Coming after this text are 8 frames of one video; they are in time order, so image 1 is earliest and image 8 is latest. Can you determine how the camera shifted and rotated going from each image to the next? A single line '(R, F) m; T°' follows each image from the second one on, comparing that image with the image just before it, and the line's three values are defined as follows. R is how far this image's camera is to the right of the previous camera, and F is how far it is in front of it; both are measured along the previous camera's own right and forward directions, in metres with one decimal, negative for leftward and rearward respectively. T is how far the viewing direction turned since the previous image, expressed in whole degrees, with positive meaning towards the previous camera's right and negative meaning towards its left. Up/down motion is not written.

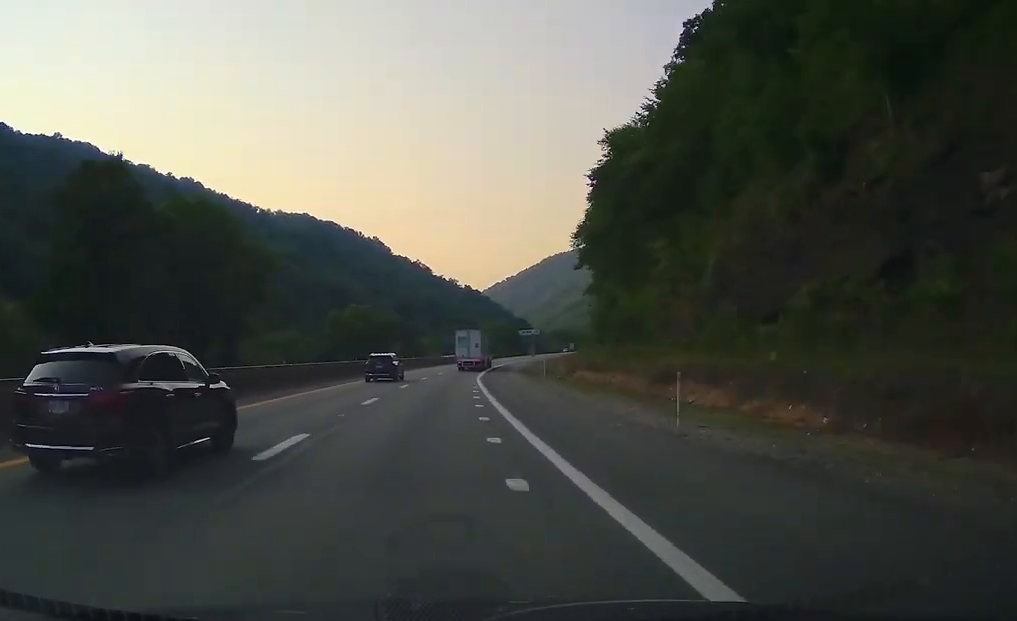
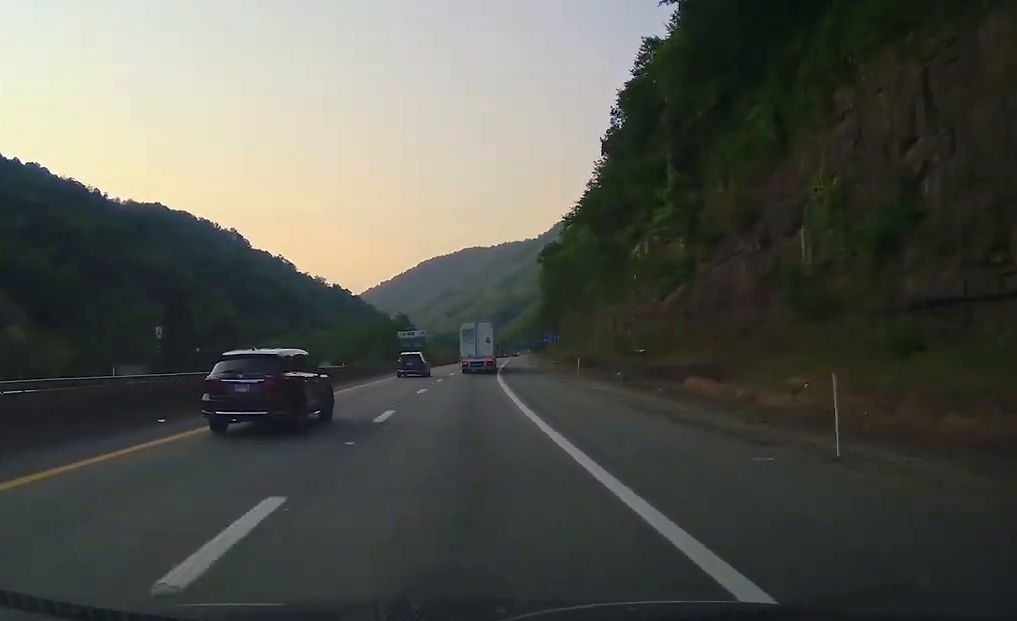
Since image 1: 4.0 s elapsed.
(+5.8, +108.2) m; +6°
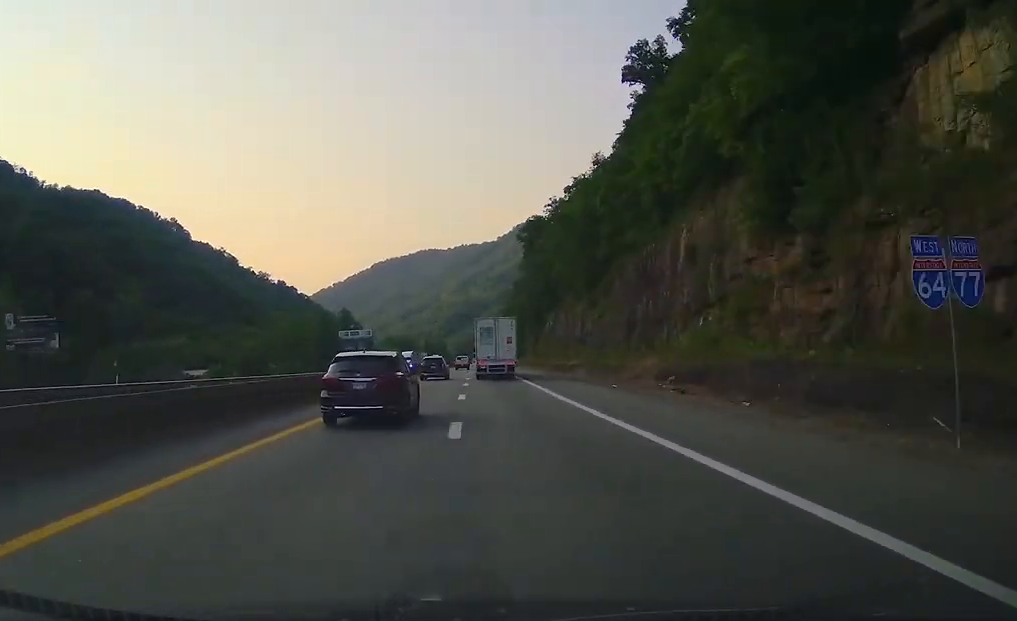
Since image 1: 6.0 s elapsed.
(+1.9, +57.9) m; +2°
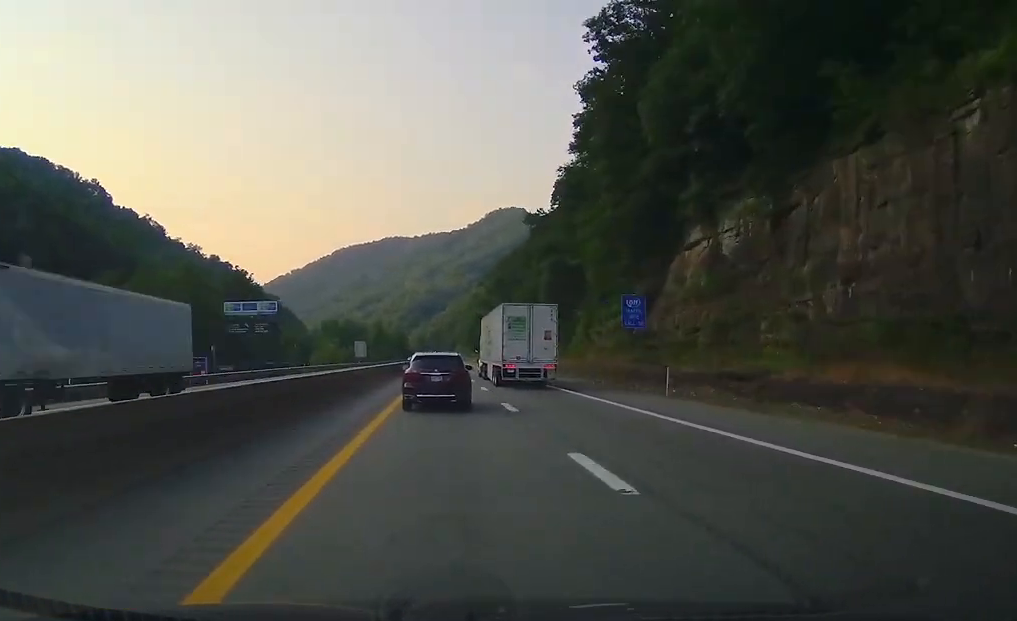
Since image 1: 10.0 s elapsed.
(+3.0, +120.2) m; +2°
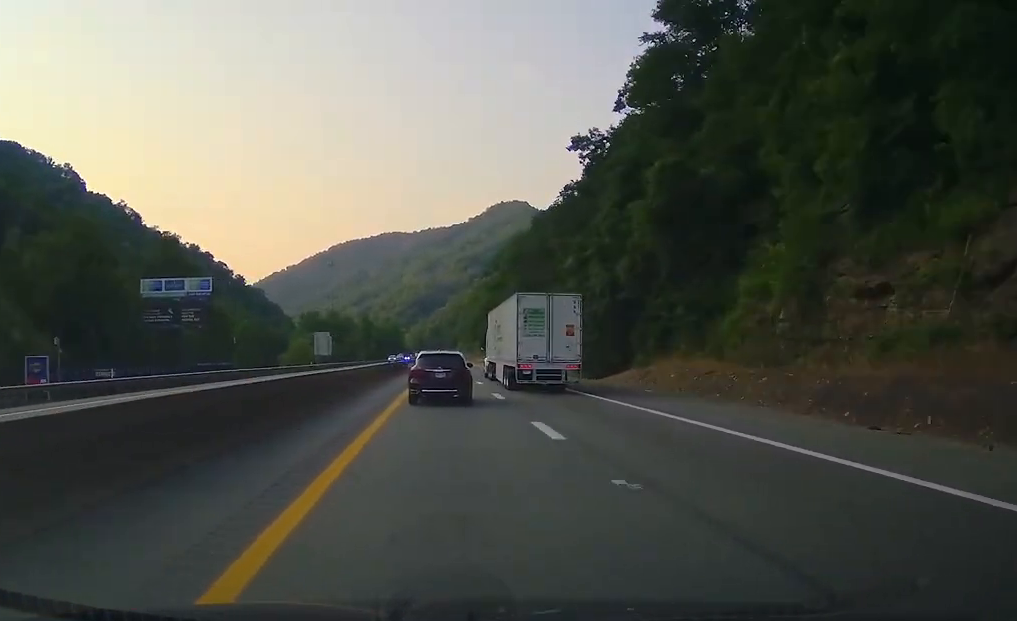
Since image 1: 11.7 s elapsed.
(+0.2, +53.4) m; 0°
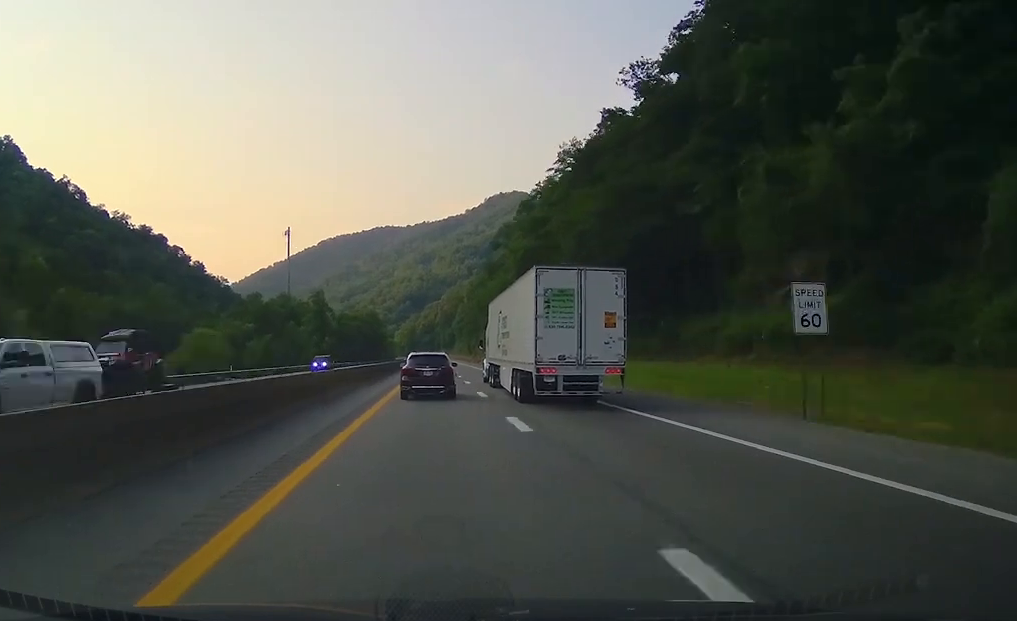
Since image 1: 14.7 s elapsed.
(+0.1, +92.6) m; 0°
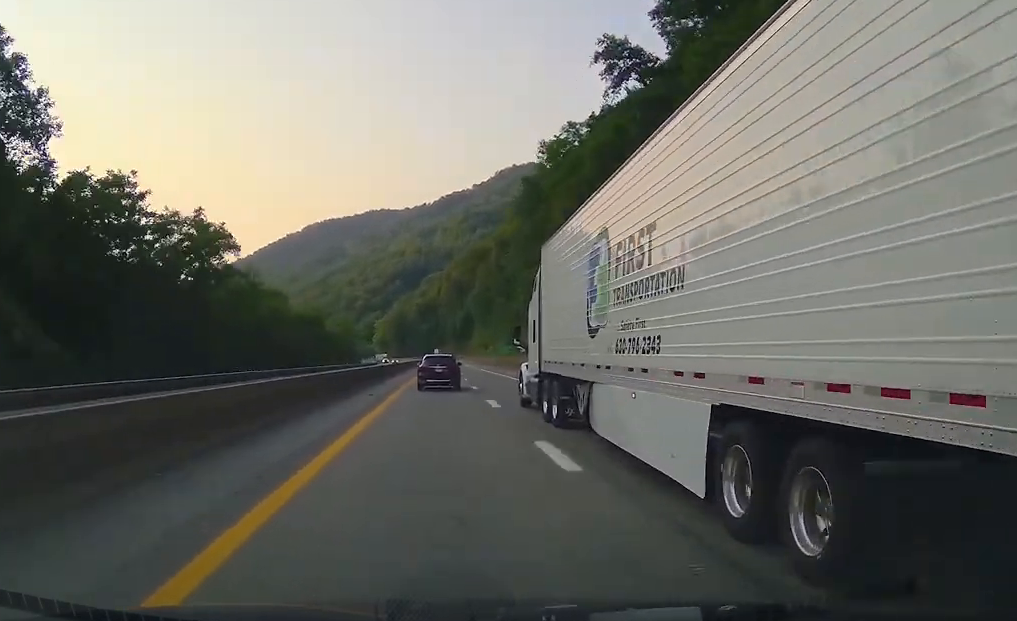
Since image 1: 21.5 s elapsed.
(-0.7, +218.4) m; 0°
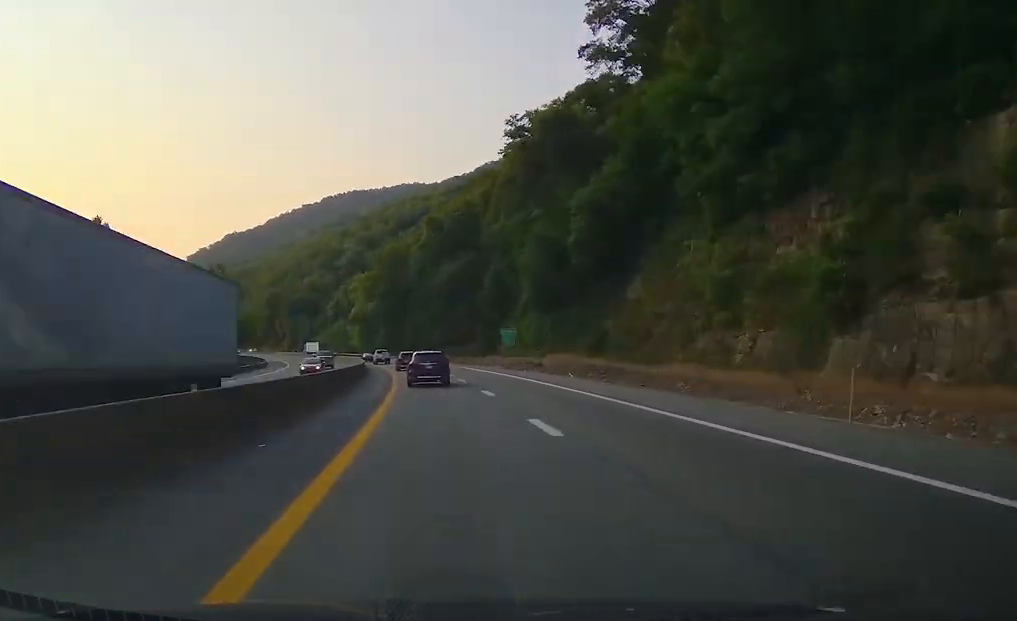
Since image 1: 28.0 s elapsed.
(-6.5, +210.0) m; -9°
